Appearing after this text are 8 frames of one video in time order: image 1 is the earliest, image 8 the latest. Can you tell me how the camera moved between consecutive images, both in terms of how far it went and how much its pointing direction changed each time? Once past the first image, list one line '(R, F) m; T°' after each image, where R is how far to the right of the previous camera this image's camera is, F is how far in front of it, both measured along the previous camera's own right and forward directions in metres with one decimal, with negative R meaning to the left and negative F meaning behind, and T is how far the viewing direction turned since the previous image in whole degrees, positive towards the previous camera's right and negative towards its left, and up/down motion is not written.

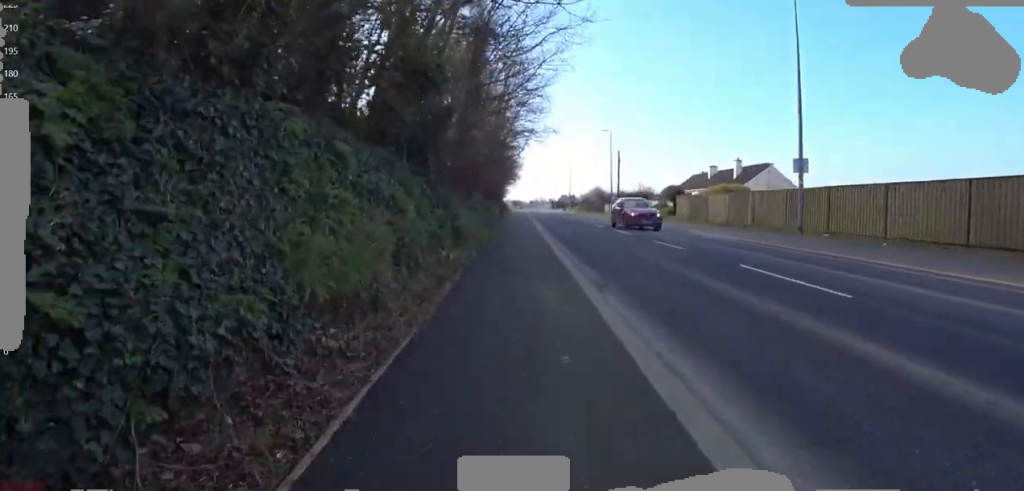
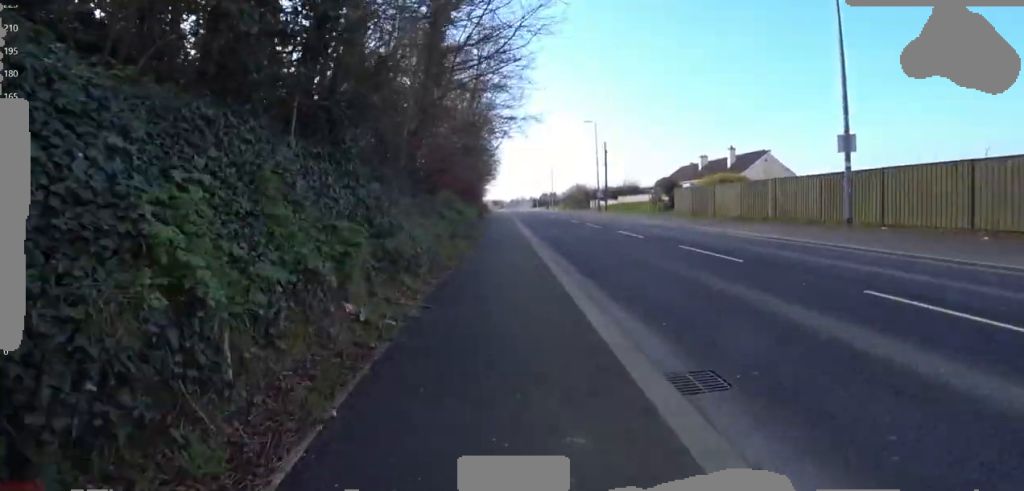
(0.0, +3.7) m; 0°
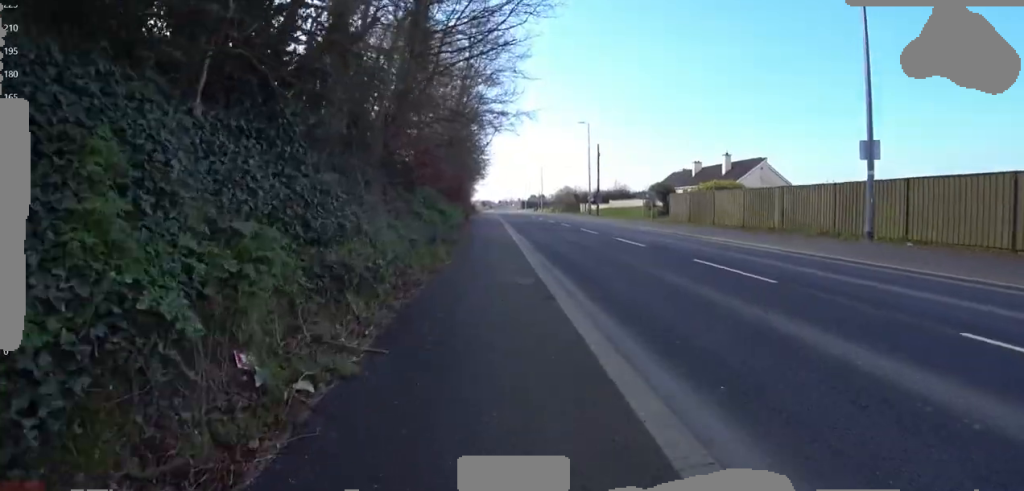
(0.0, +1.5) m; 0°
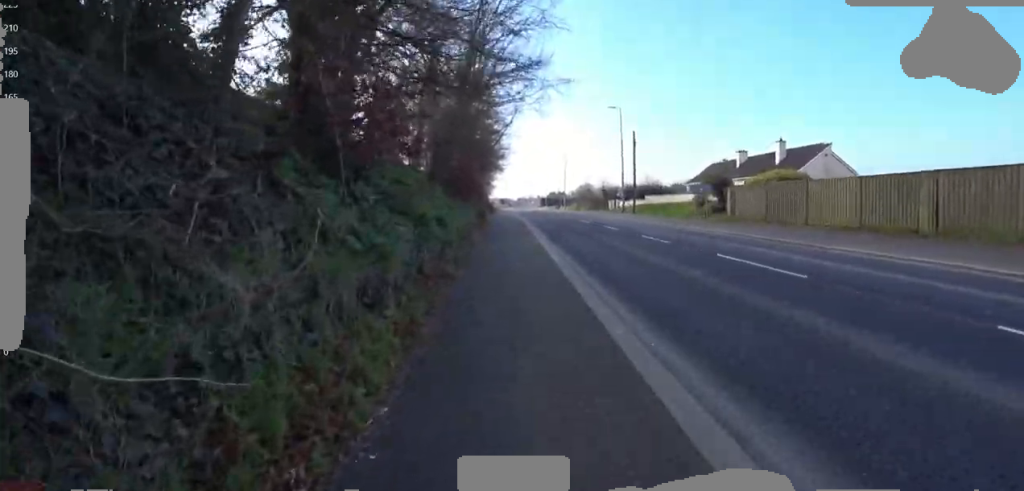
(0.0, +5.7) m; 0°
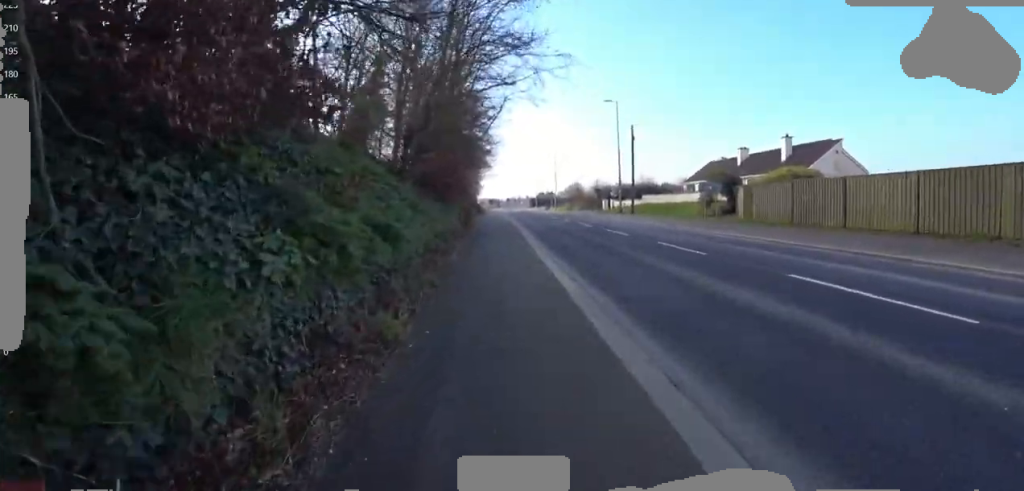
(0.0, +2.8) m; 0°
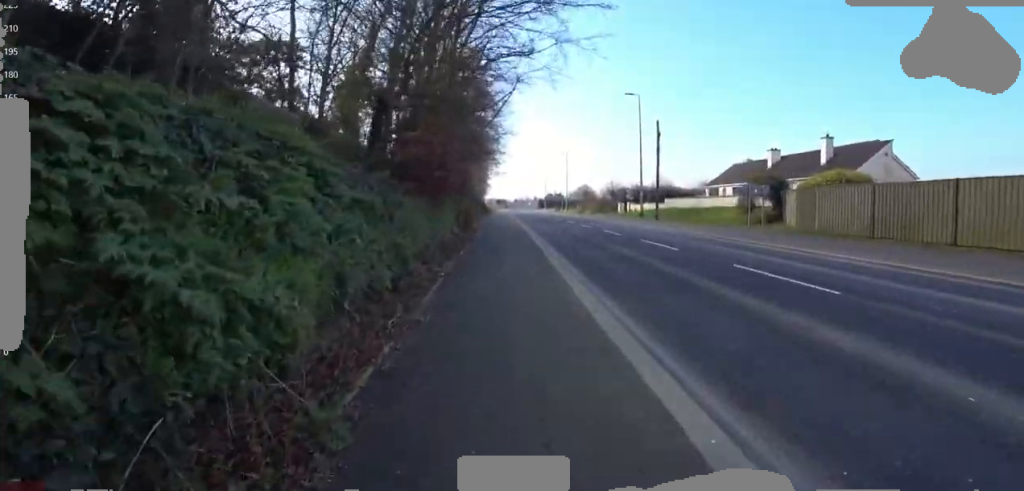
(0.0, +3.8) m; -1°
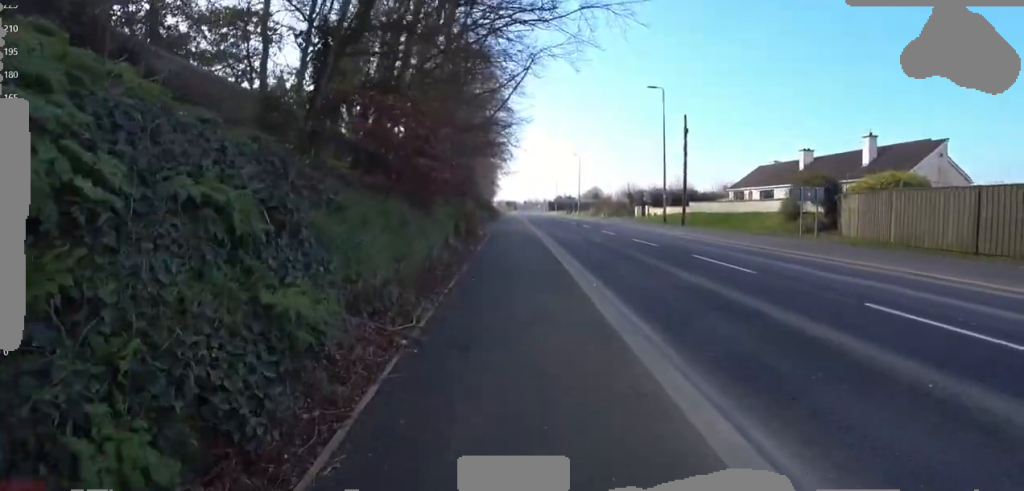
(-0.1, +3.2) m; -4°
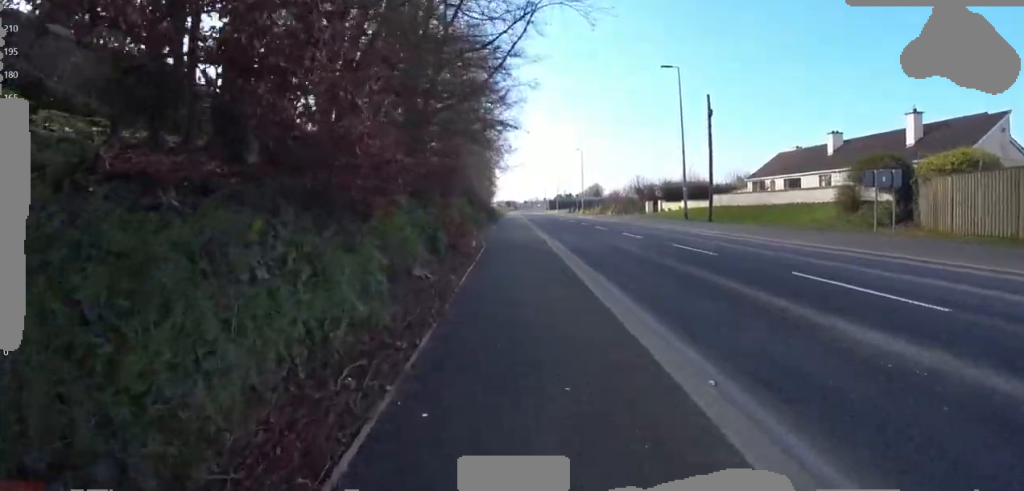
(-0.3, +4.4) m; -4°
